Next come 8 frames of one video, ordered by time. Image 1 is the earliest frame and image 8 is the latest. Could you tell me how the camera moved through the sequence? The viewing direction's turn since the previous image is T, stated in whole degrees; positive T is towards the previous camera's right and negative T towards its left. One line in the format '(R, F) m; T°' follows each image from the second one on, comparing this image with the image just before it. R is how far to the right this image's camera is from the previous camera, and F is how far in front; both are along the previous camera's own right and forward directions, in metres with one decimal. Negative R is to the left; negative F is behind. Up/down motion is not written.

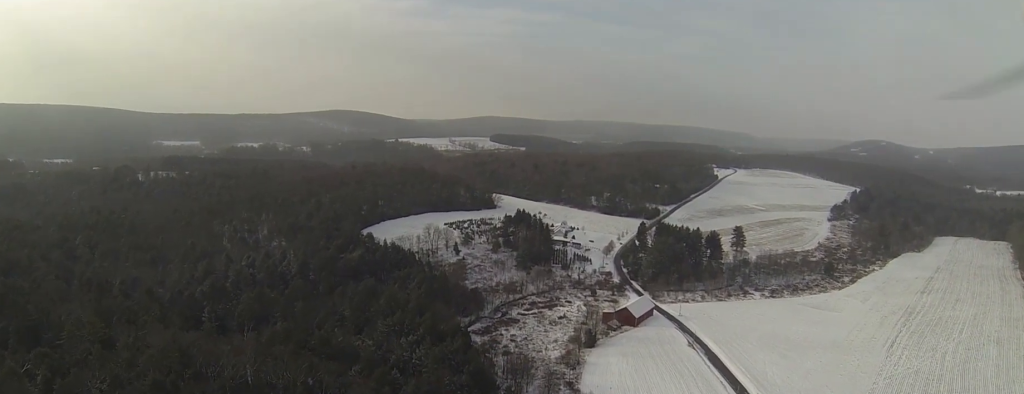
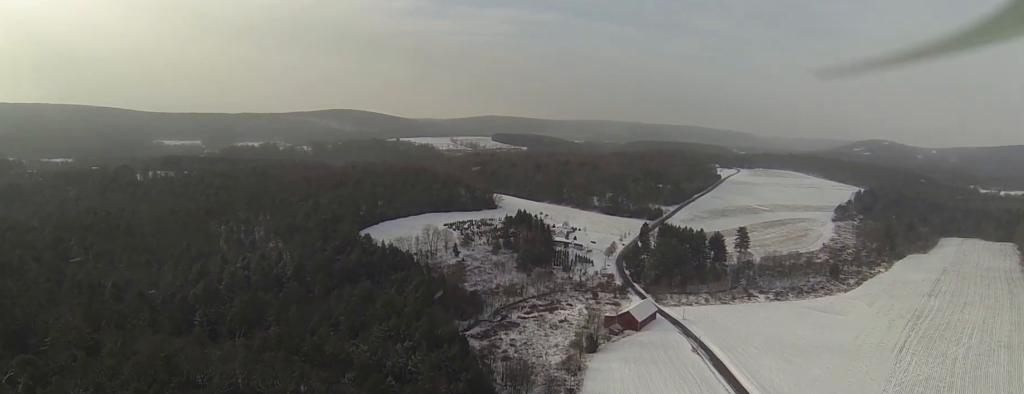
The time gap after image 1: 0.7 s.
(0.0, +5.1) m; +1°
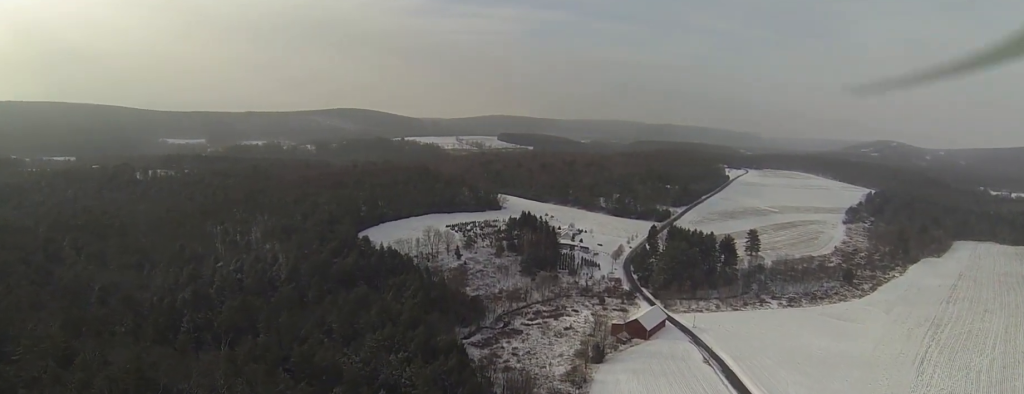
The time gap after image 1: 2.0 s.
(+0.1, +10.7) m; -2°
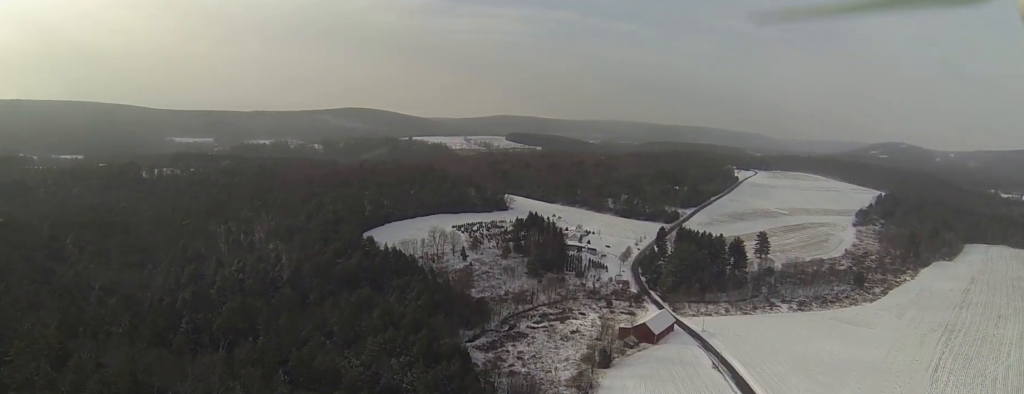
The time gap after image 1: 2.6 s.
(-0.1, +4.5) m; -1°
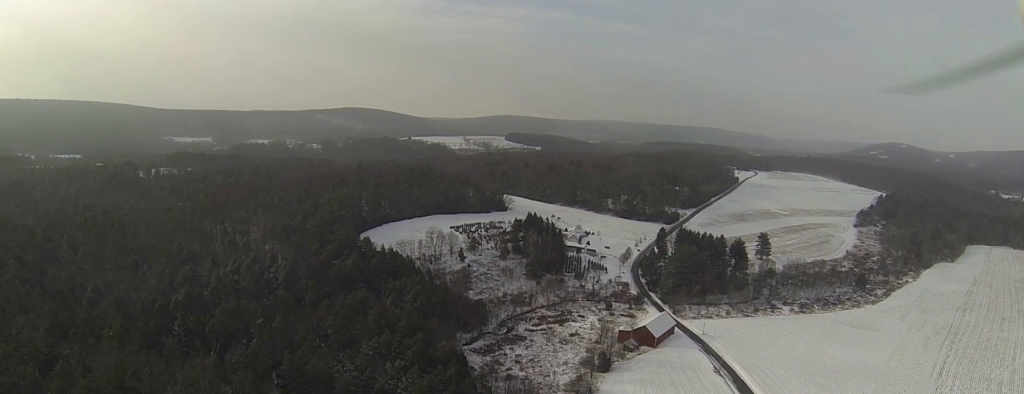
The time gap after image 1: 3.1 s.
(0.0, +4.2) m; -1°
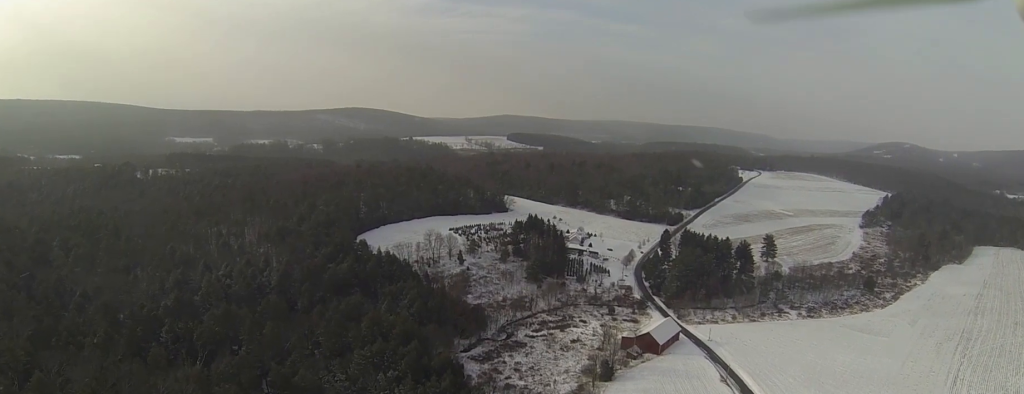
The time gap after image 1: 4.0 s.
(-0.2, +7.2) m; -1°
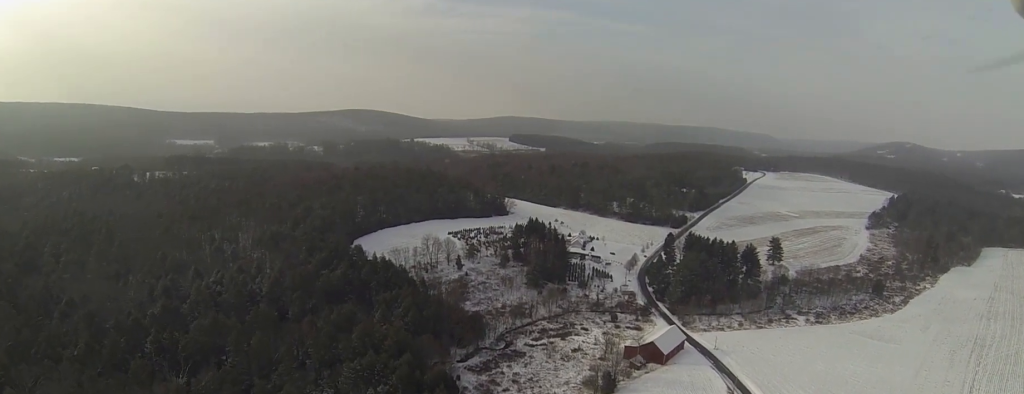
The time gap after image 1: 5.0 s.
(+0.1, +7.5) m; 0°
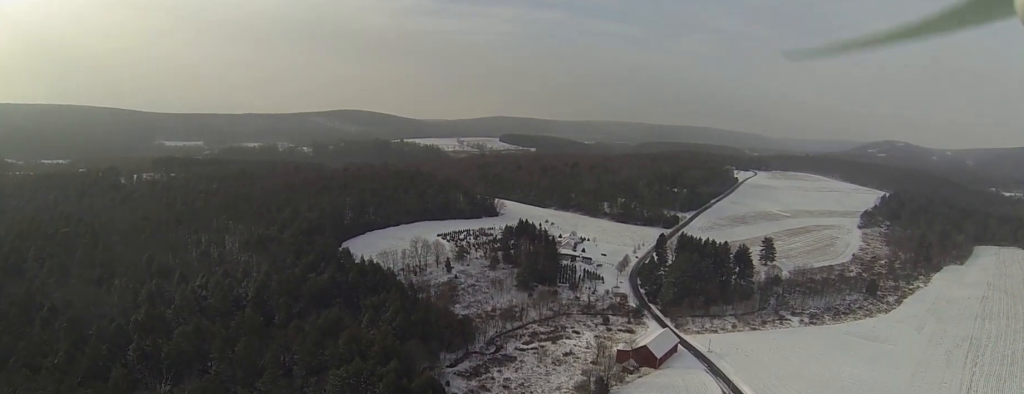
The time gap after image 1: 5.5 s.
(+0.1, +3.8) m; -1°
